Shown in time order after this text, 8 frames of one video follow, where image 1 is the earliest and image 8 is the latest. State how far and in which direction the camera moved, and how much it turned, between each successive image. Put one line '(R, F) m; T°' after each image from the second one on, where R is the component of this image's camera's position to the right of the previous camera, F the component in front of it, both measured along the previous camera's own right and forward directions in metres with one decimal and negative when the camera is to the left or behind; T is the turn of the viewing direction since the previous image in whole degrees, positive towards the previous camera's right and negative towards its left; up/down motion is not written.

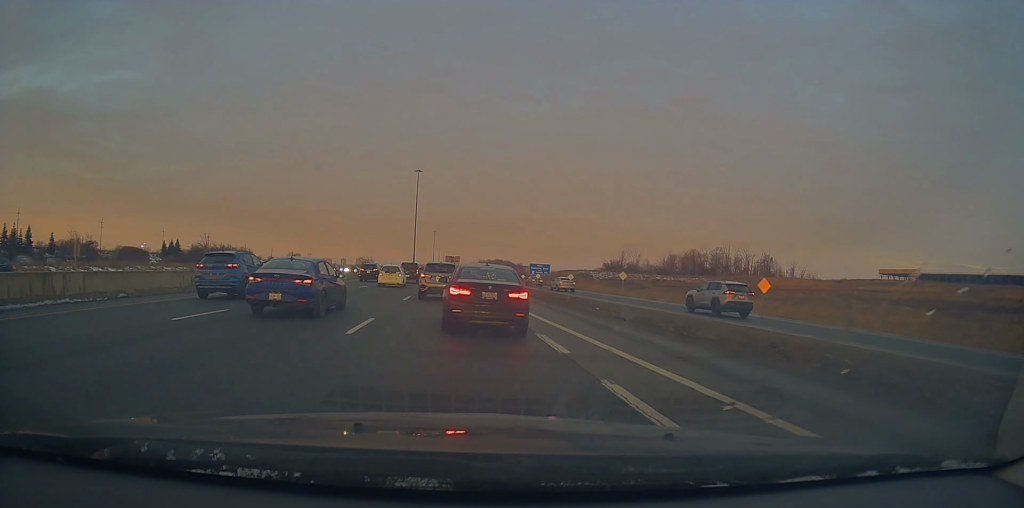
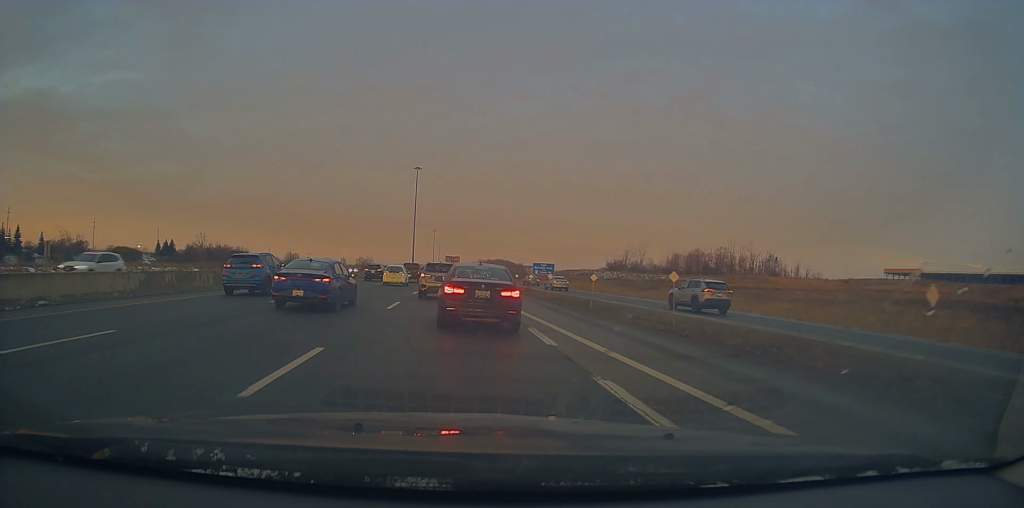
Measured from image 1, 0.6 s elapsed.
(-0.4, +5.5) m; 0°
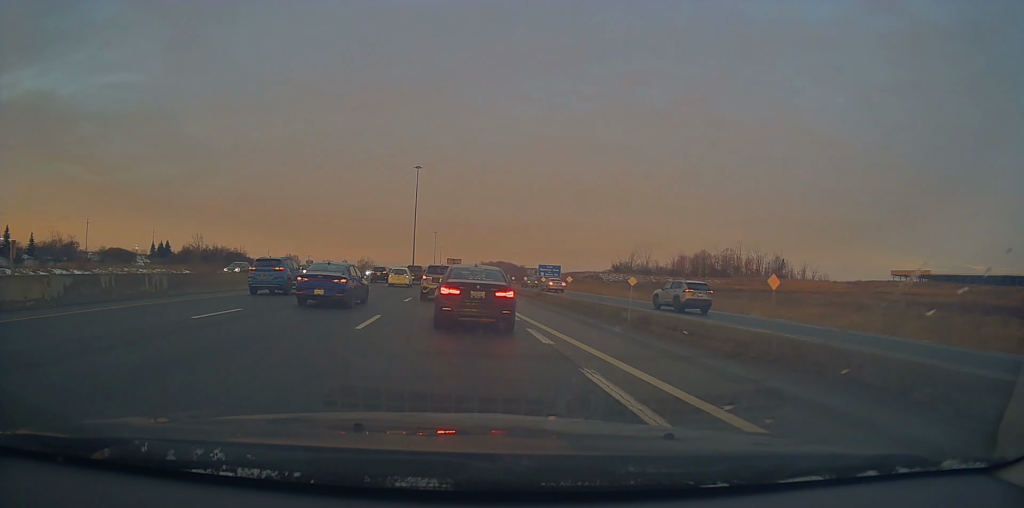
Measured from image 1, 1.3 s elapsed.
(-0.1, +5.8) m; 0°
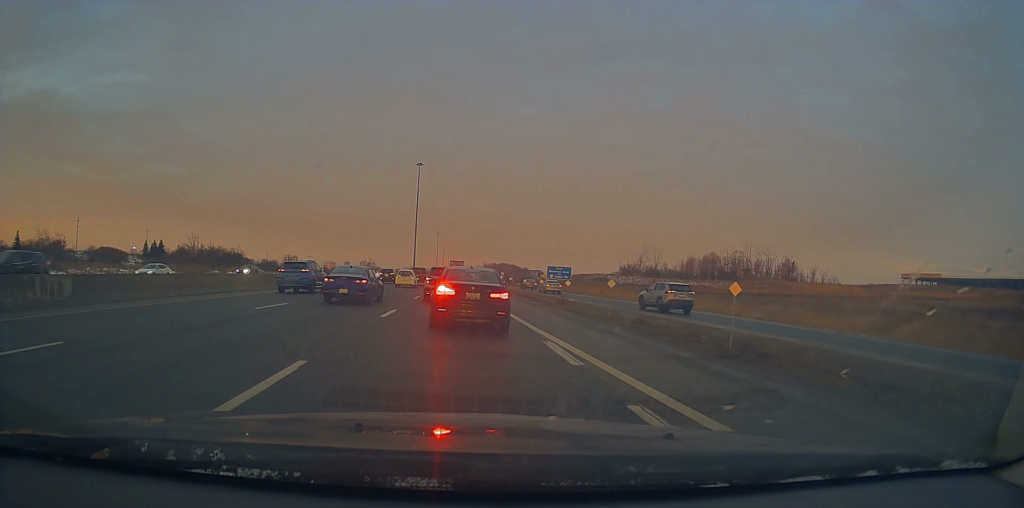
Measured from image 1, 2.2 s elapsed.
(+0.3, +7.8) m; -1°
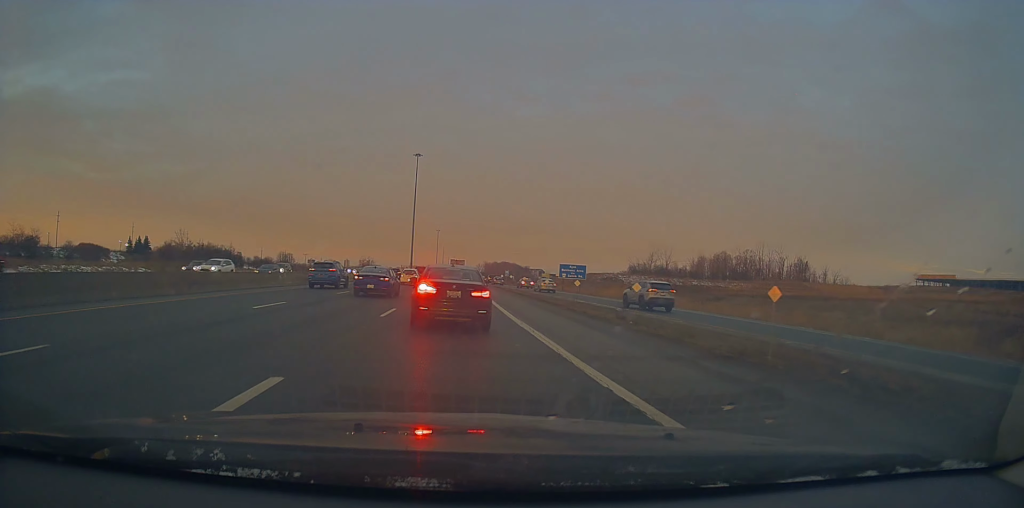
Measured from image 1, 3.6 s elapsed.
(-0.6, +12.3) m; 0°
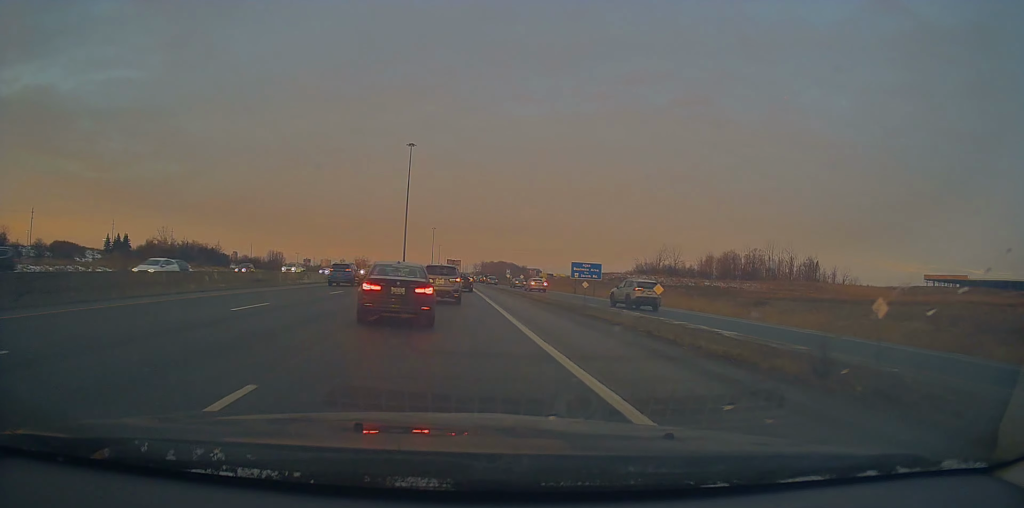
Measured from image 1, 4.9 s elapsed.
(+0.6, +12.6) m; +2°
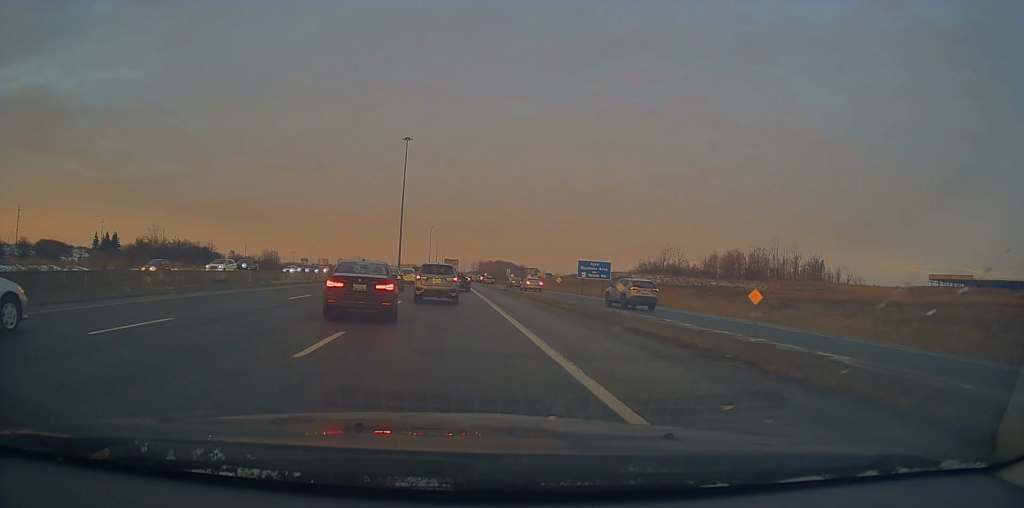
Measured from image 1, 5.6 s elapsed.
(-0.2, +6.1) m; -1°
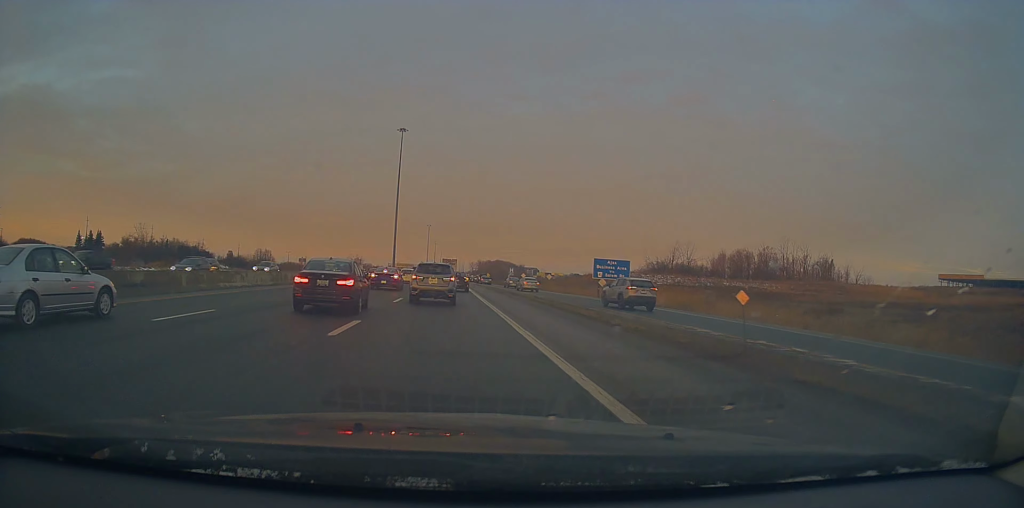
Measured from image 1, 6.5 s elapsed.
(-0.2, +9.3) m; 0°
